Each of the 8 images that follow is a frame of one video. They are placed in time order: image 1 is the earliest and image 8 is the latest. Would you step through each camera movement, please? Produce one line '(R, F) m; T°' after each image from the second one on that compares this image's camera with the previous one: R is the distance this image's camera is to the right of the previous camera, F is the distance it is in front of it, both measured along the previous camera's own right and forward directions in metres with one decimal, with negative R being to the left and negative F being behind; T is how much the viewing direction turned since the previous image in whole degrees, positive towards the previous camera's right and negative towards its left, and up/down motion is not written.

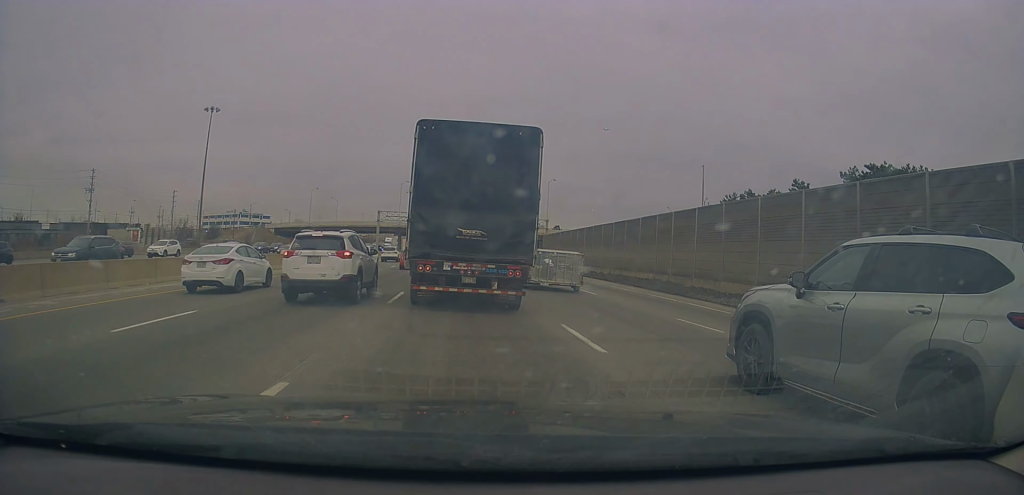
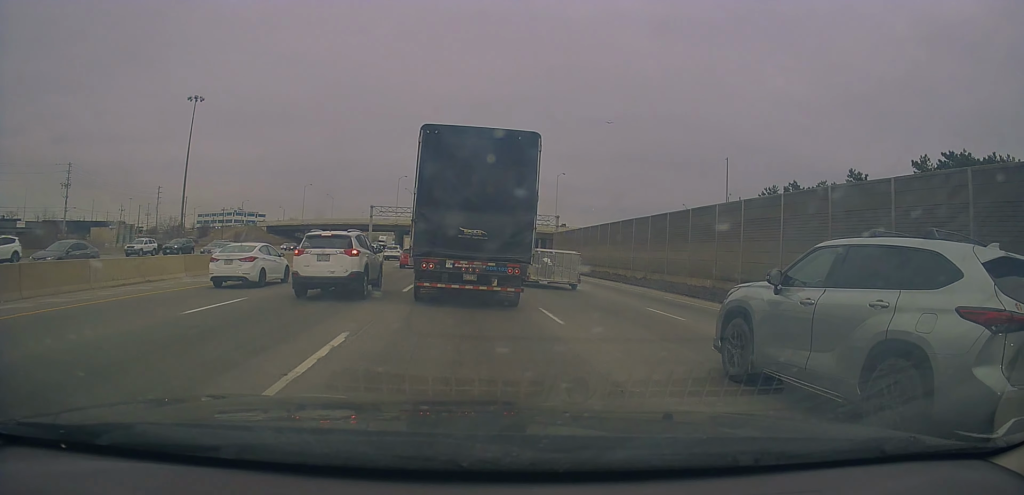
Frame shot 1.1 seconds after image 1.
(+0.1, +9.2) m; +4°
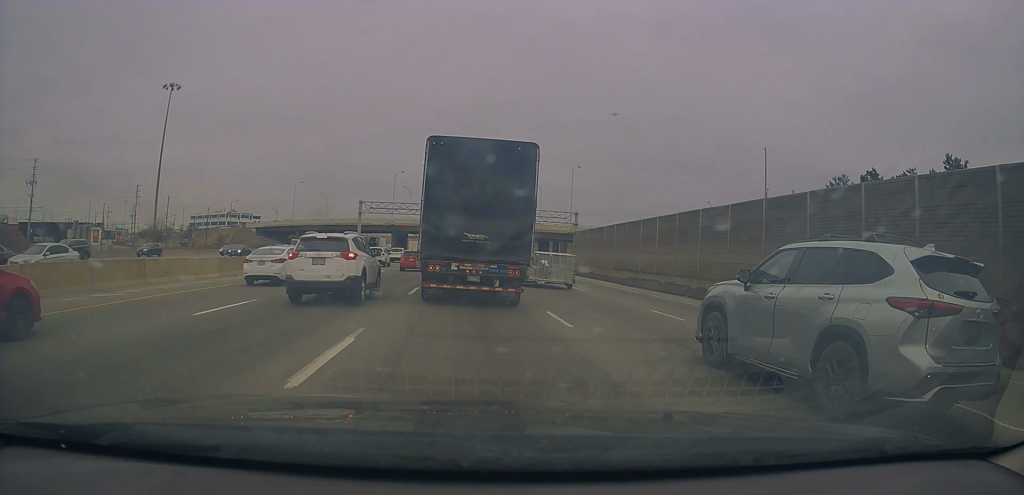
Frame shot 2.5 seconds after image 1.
(+0.3, +11.7) m; 0°
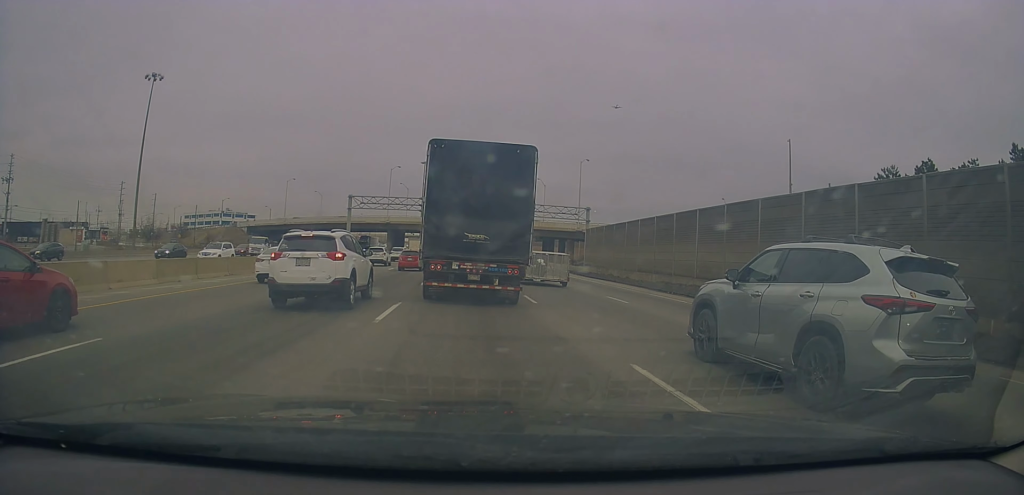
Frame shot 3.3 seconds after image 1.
(0.0, +6.7) m; -1°
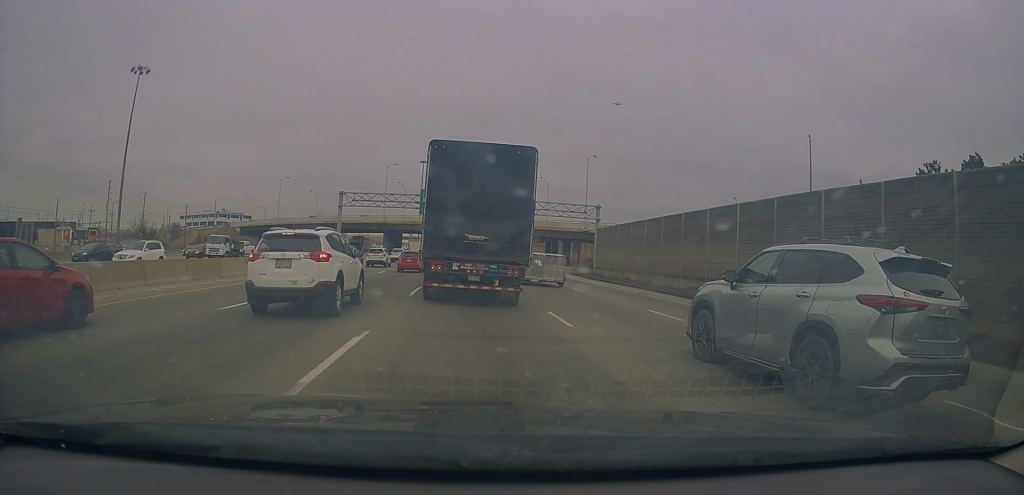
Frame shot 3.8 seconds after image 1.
(+0.1, +4.4) m; 0°
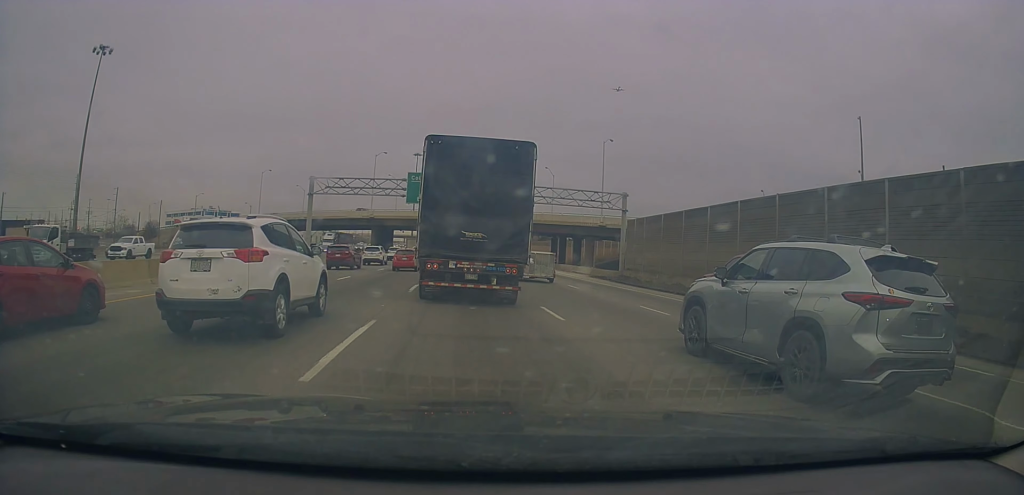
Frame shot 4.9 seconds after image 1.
(-0.3, +10.2) m; -2°
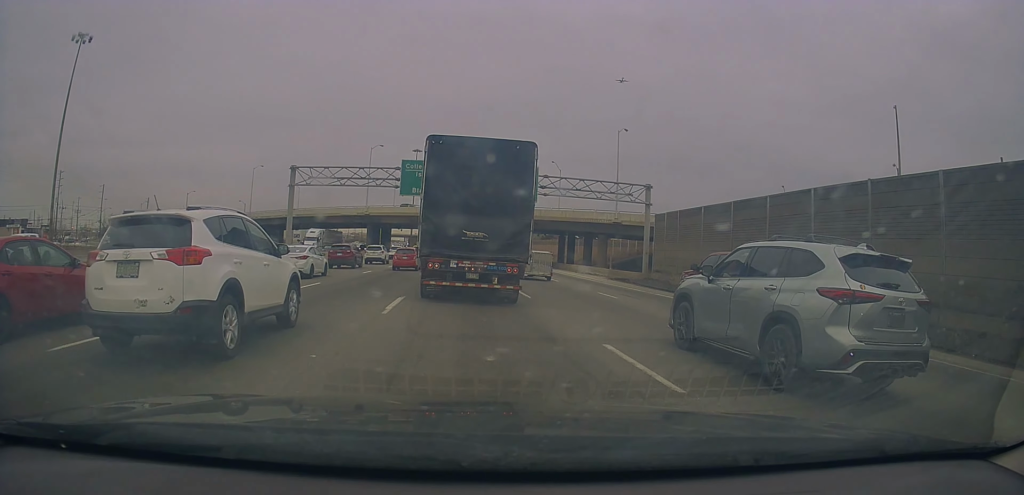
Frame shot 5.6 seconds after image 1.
(0.0, +6.1) m; +1°
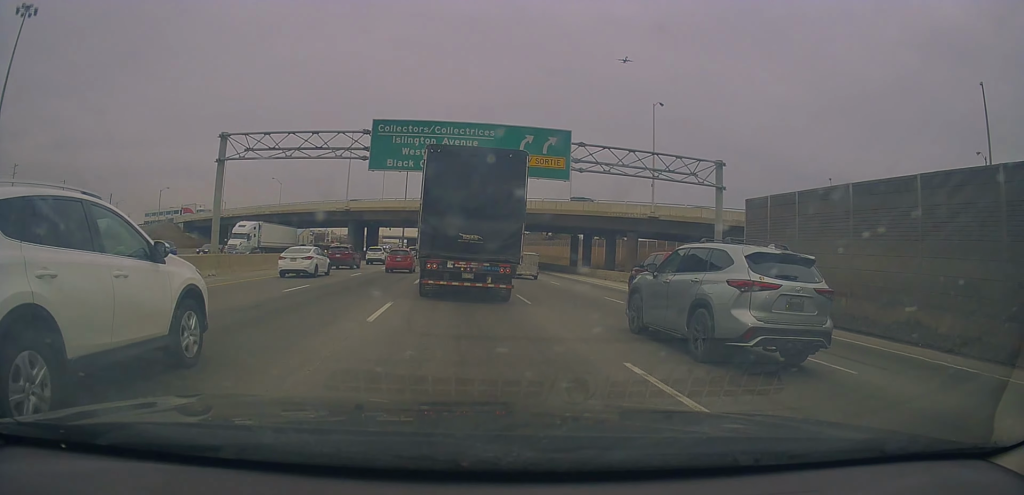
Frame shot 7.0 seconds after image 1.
(+0.2, +14.0) m; -1°
